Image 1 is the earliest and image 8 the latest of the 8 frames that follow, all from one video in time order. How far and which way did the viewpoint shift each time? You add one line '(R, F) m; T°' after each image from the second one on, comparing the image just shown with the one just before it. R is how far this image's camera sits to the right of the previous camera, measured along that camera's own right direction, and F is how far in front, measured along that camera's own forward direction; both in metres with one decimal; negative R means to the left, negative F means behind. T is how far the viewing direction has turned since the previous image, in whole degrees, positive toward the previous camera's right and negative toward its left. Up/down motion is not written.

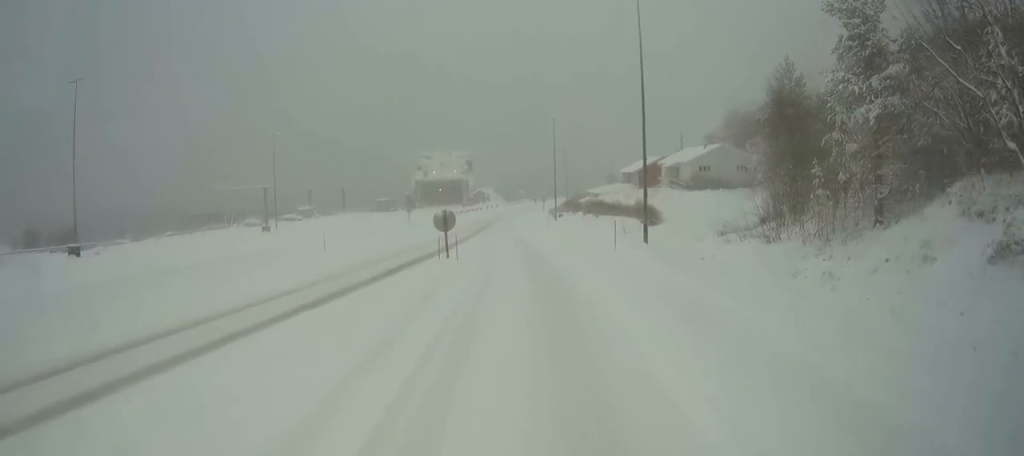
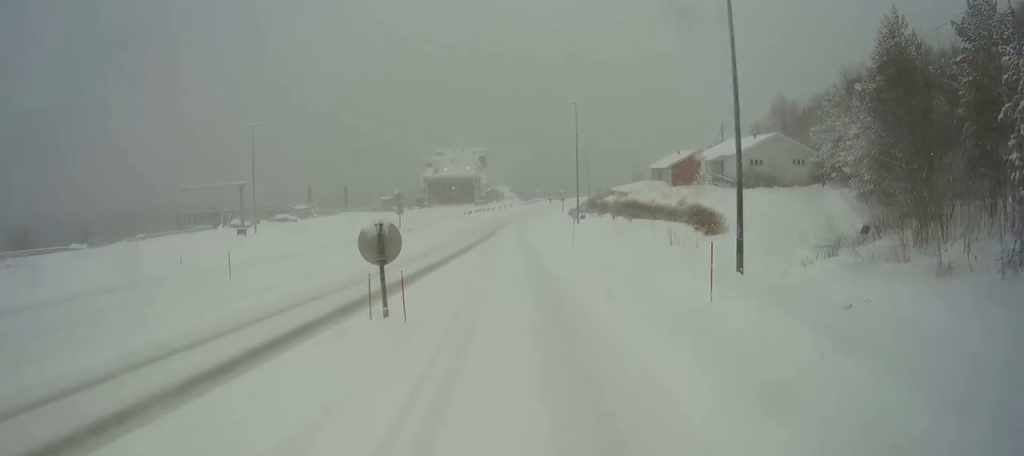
(-0.1, +11.8) m; -1°
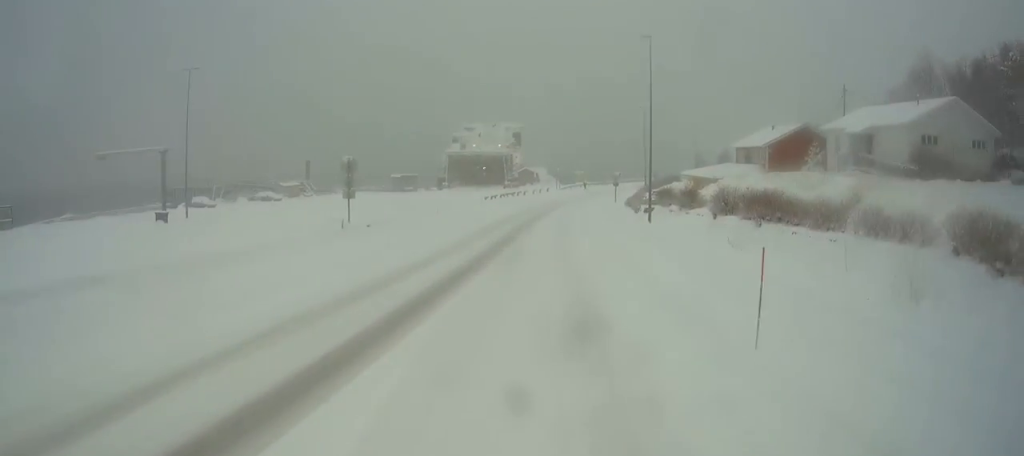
(-0.6, +23.5) m; -2°
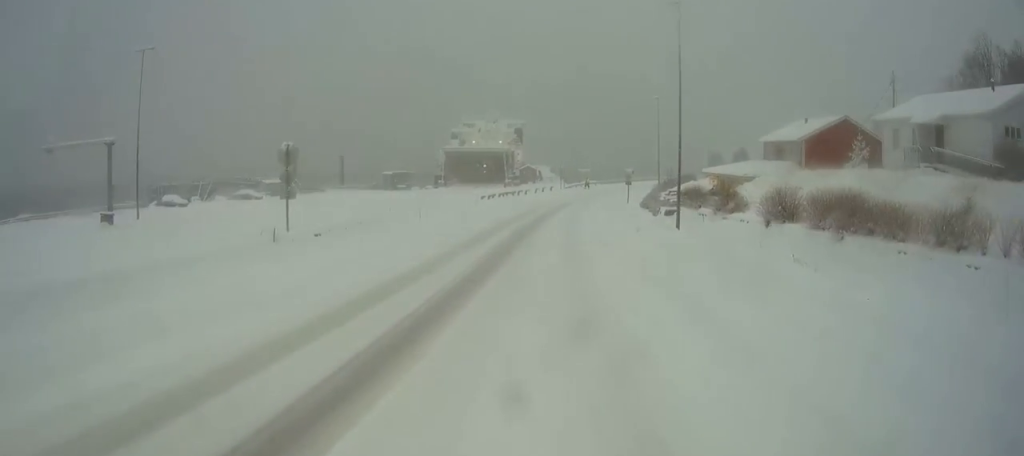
(0.0, +8.2) m; 0°
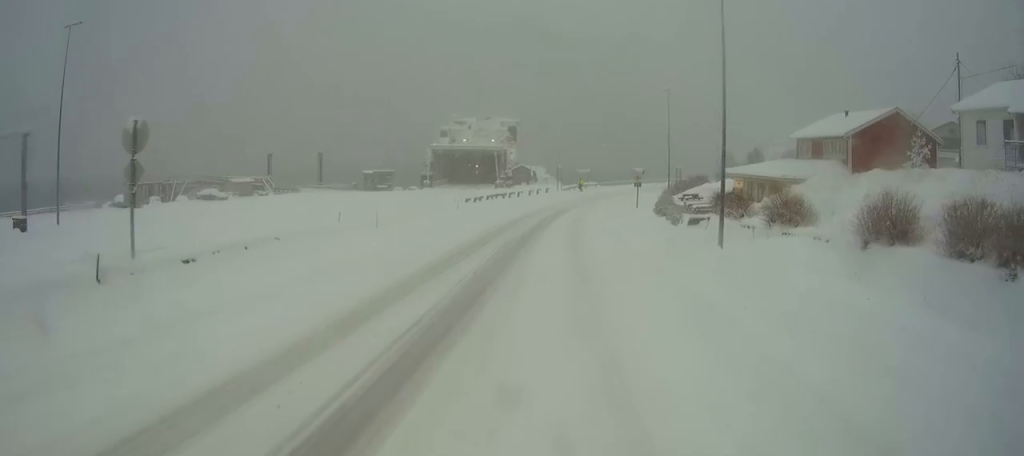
(-0.1, +9.5) m; 0°
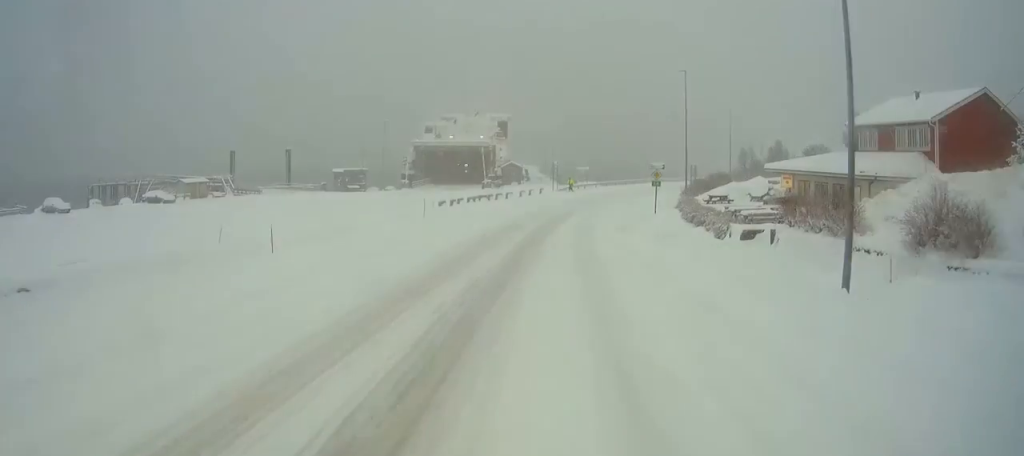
(+0.1, +12.2) m; +2°
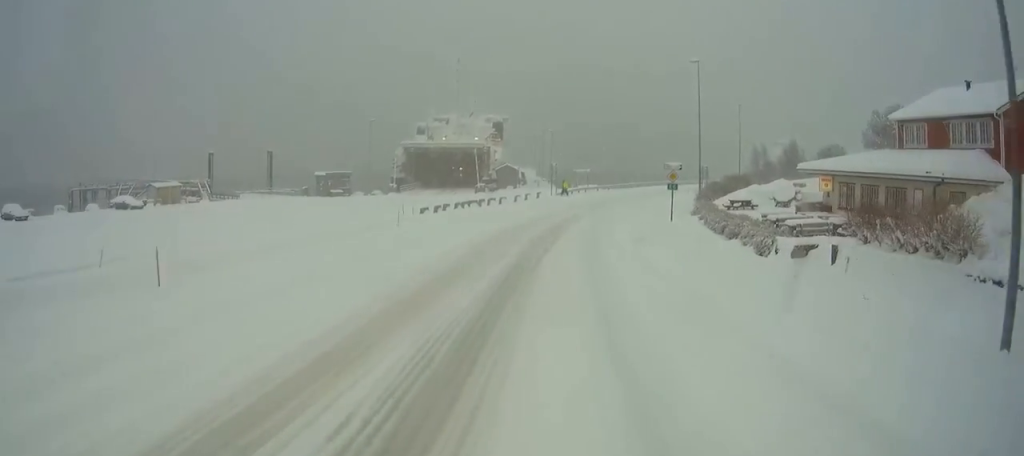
(+0.1, +6.5) m; +1°
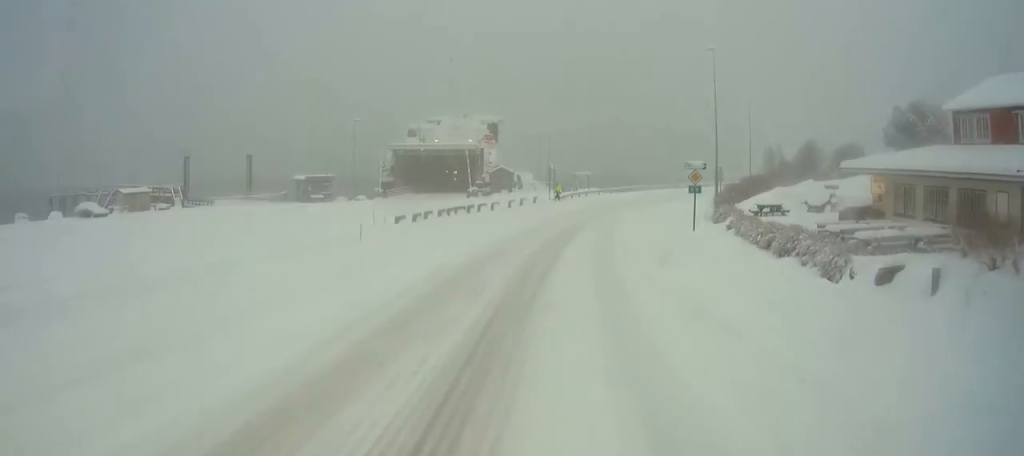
(0.0, +6.4) m; 0°
